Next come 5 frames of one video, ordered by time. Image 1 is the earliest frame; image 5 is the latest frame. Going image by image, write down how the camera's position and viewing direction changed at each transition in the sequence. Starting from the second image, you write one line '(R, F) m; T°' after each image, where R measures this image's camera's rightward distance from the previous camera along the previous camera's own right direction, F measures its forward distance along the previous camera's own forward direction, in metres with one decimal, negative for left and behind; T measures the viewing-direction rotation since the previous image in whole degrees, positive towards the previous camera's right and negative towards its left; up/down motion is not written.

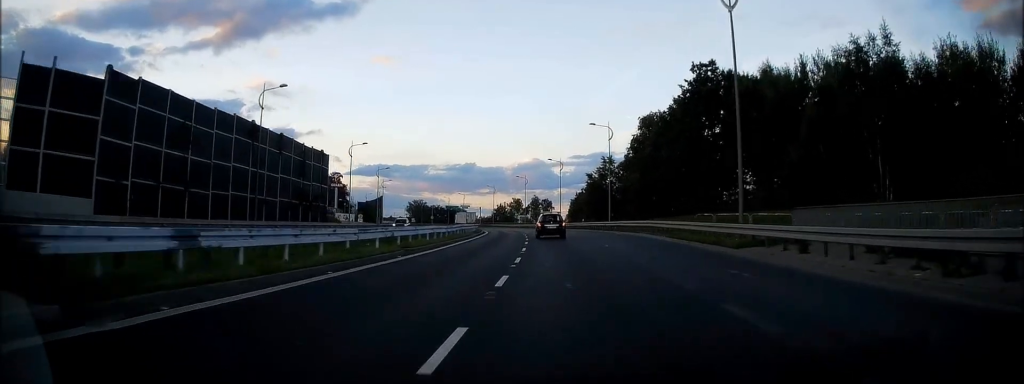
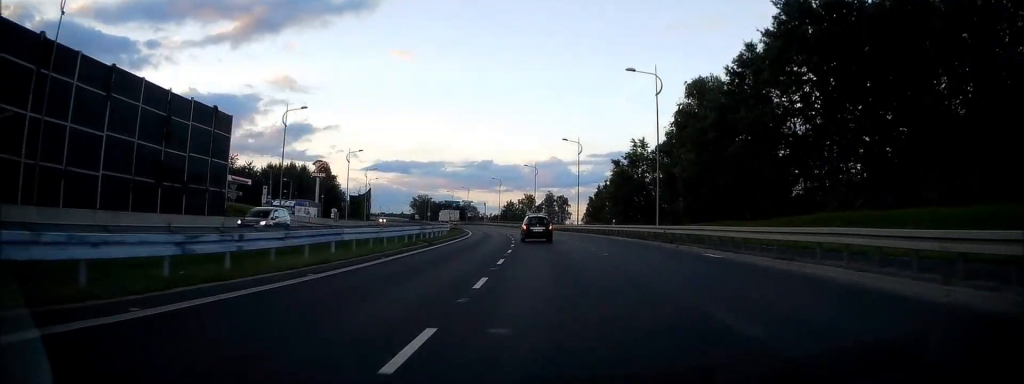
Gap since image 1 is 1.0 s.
(-0.2, +23.6) m; -2°
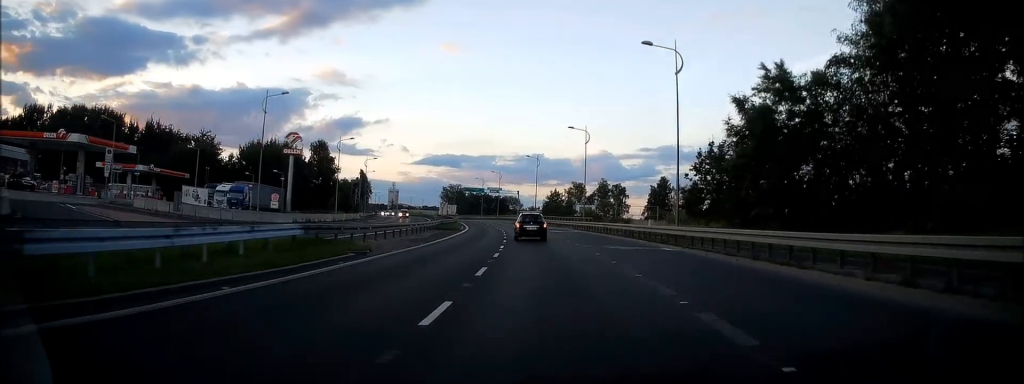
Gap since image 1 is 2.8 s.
(-1.2, +40.4) m; -4°
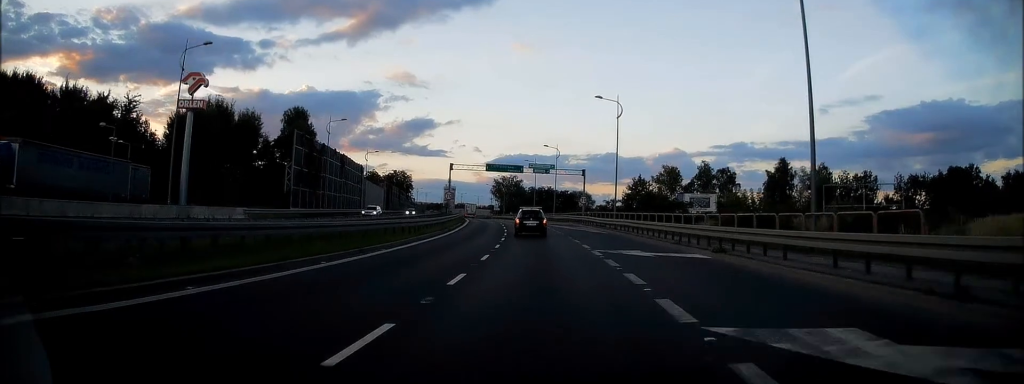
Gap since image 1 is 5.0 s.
(-3.2, +50.5) m; -7°
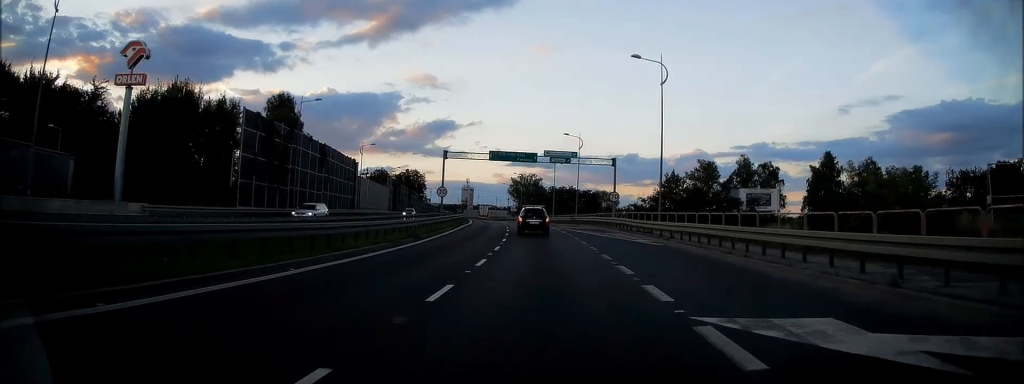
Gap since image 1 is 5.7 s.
(-0.1, +14.1) m; -2°
